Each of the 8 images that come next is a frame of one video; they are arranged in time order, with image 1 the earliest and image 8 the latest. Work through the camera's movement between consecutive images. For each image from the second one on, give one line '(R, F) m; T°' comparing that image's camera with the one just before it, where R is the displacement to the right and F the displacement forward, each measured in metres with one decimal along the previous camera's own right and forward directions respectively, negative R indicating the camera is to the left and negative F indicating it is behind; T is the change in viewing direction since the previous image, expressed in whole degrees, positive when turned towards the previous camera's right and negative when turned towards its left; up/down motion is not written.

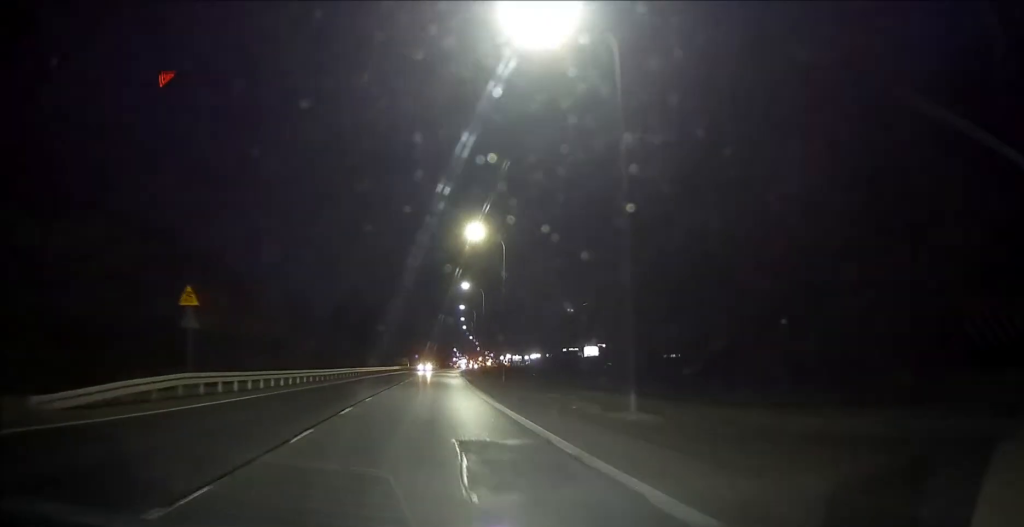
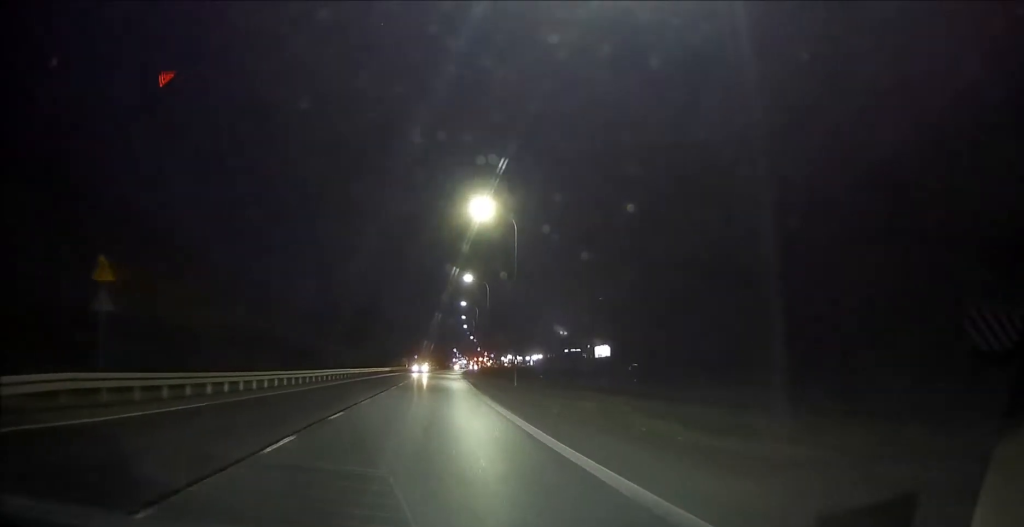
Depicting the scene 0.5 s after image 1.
(0.0, +6.9) m; 0°
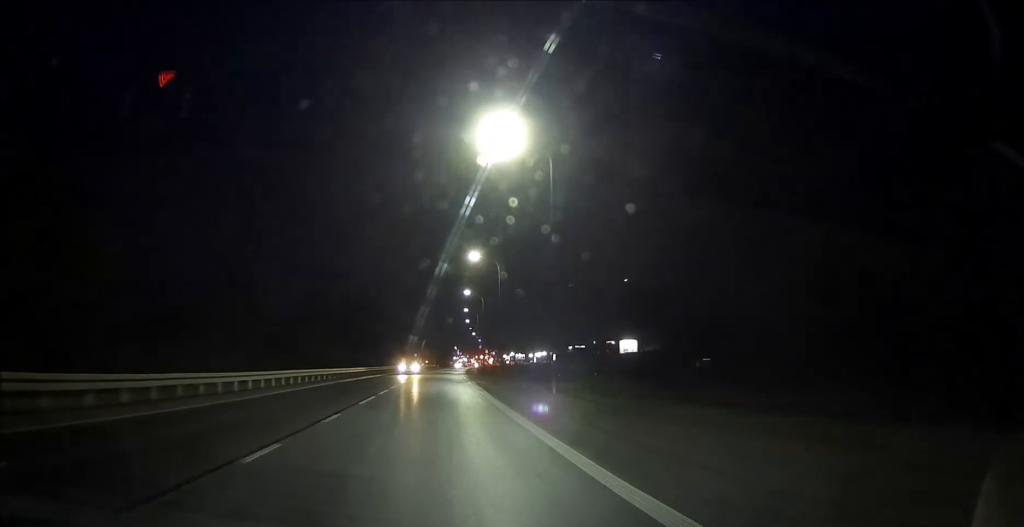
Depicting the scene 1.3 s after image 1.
(0.0, +12.5) m; 0°
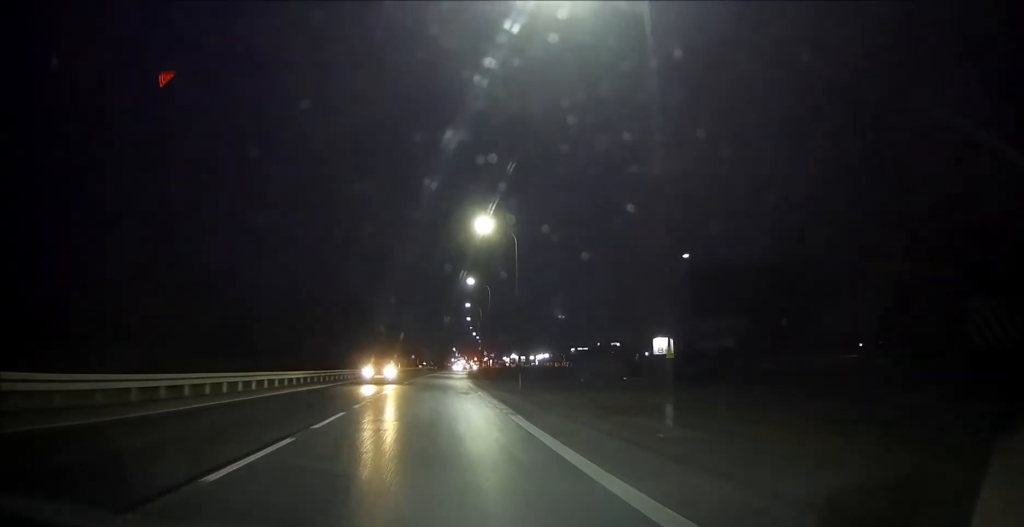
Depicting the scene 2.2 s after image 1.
(0.0, +13.2) m; 0°
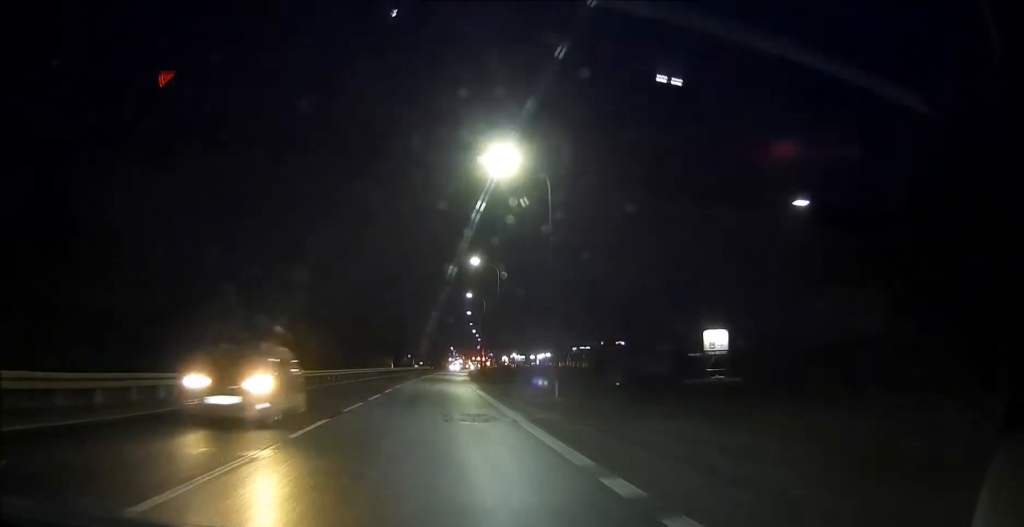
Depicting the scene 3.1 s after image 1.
(0.0, +13.8) m; 0°
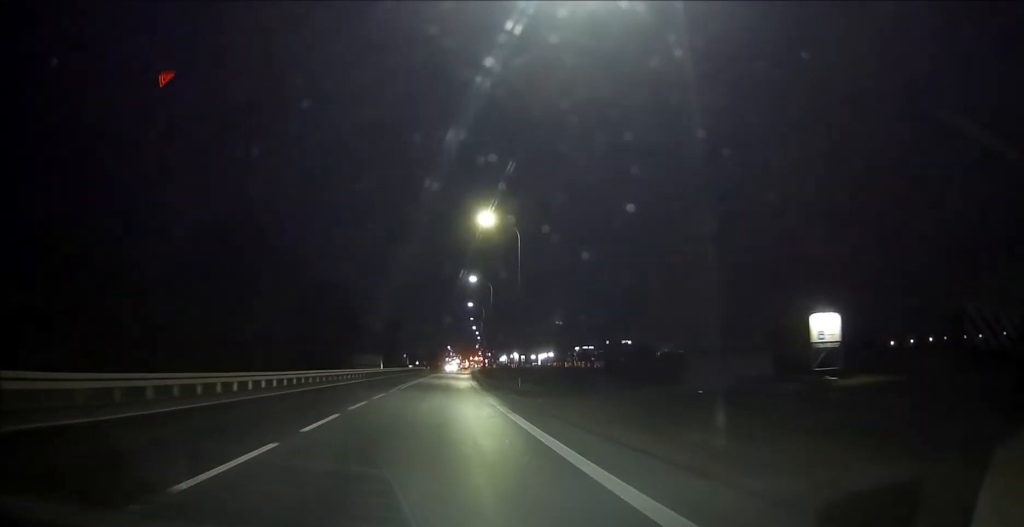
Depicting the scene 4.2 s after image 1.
(+0.1, +17.0) m; 0°
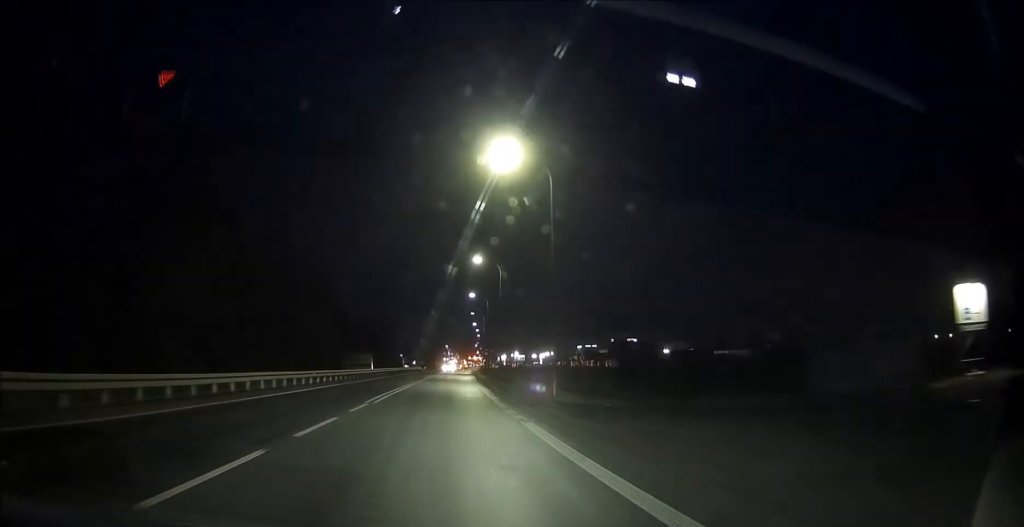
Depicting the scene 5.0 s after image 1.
(0.0, +12.9) m; 0°
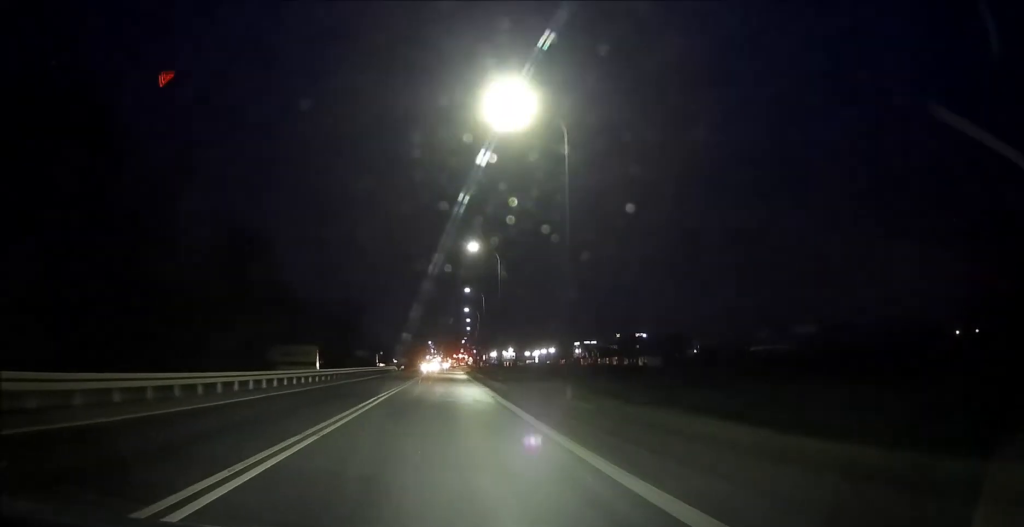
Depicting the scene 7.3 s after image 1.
(+0.2, +35.9) m; +1°
